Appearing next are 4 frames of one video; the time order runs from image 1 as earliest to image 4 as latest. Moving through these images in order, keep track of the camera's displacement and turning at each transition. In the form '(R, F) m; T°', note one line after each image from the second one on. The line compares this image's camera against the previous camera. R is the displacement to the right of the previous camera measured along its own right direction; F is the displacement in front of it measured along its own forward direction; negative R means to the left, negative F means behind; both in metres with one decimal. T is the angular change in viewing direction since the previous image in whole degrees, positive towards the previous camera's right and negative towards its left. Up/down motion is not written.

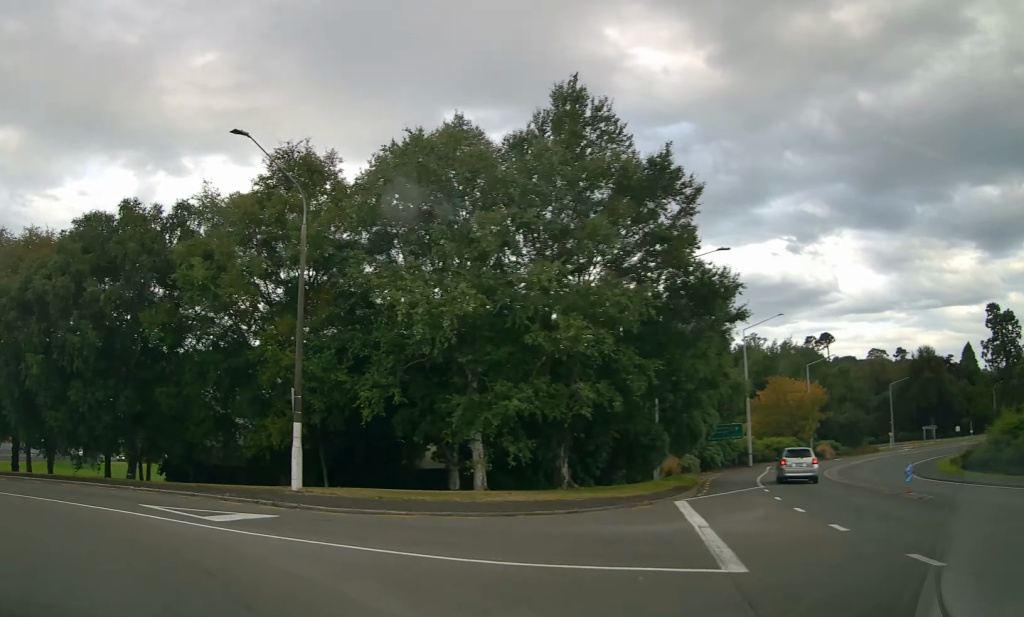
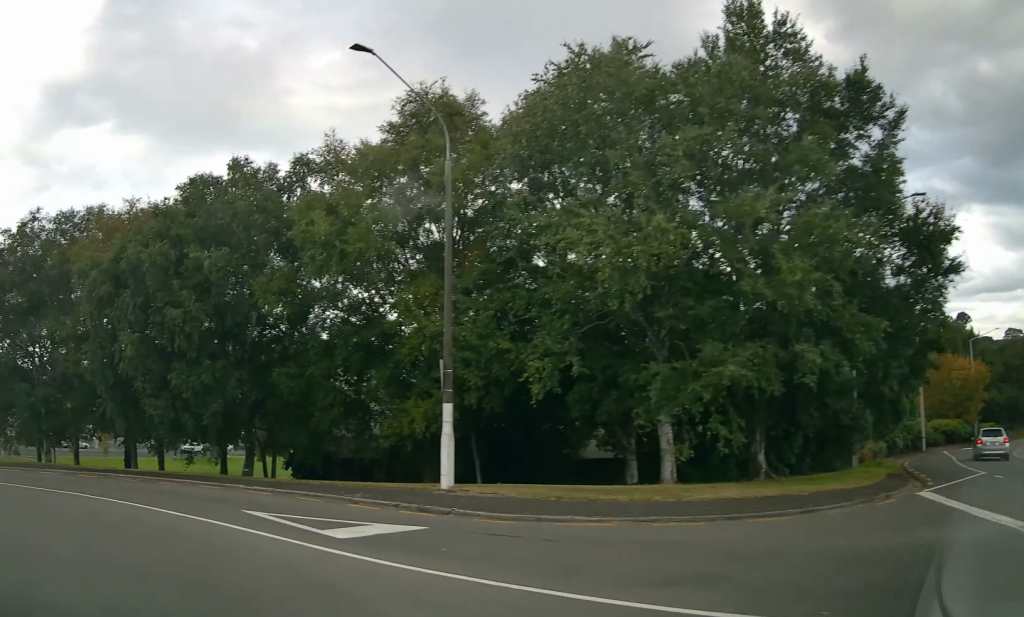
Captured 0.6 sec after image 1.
(-0.4, +4.3) m; -15°
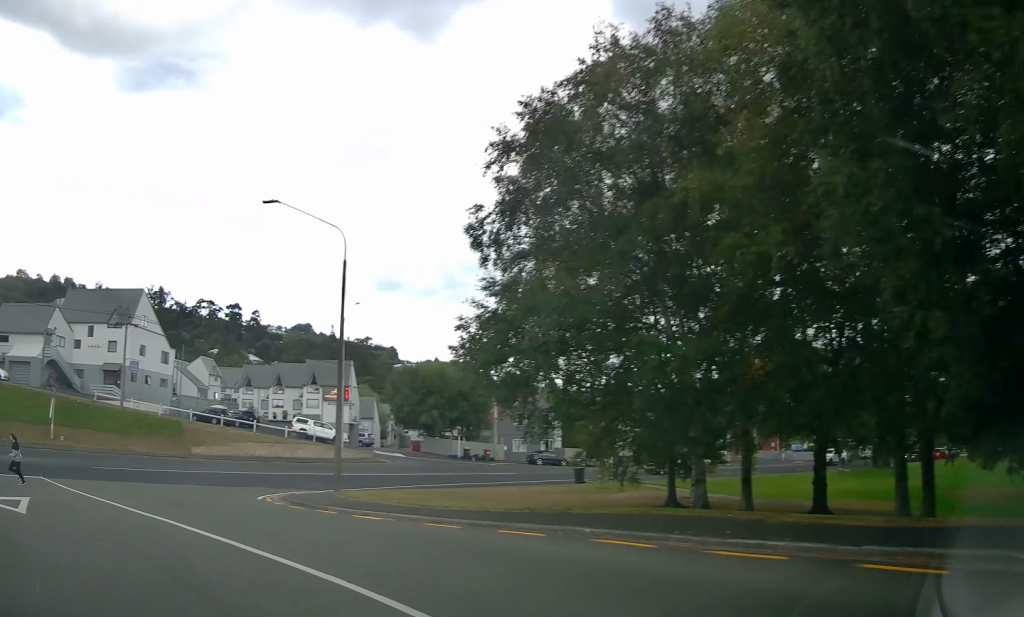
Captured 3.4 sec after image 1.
(-8.1, +16.0) m; -45°
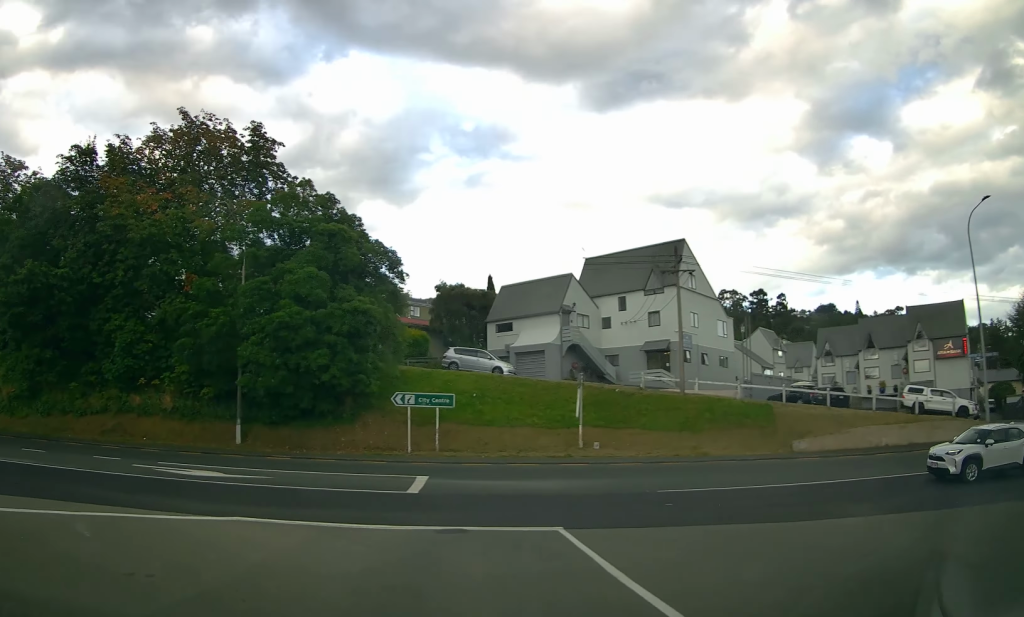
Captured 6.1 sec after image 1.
(-5.2, +14.5) m; -41°
